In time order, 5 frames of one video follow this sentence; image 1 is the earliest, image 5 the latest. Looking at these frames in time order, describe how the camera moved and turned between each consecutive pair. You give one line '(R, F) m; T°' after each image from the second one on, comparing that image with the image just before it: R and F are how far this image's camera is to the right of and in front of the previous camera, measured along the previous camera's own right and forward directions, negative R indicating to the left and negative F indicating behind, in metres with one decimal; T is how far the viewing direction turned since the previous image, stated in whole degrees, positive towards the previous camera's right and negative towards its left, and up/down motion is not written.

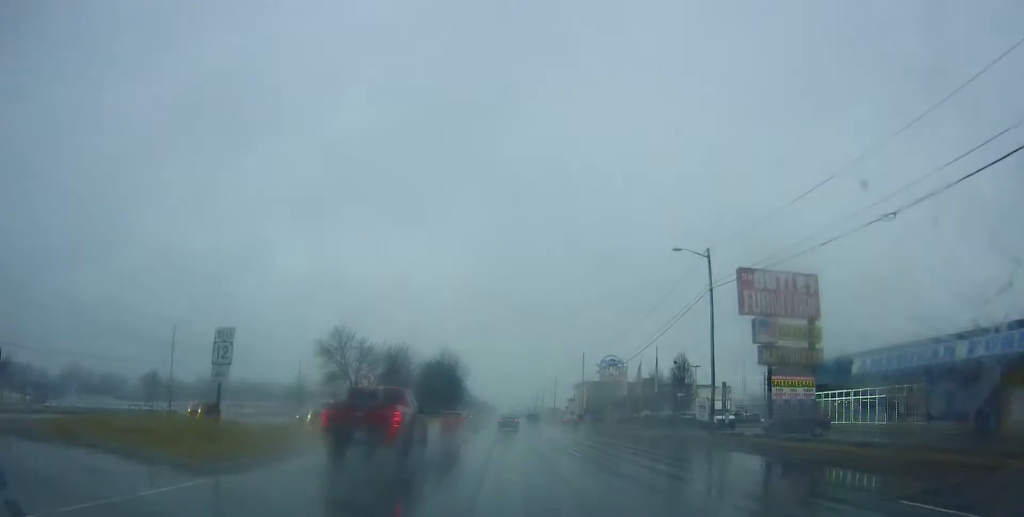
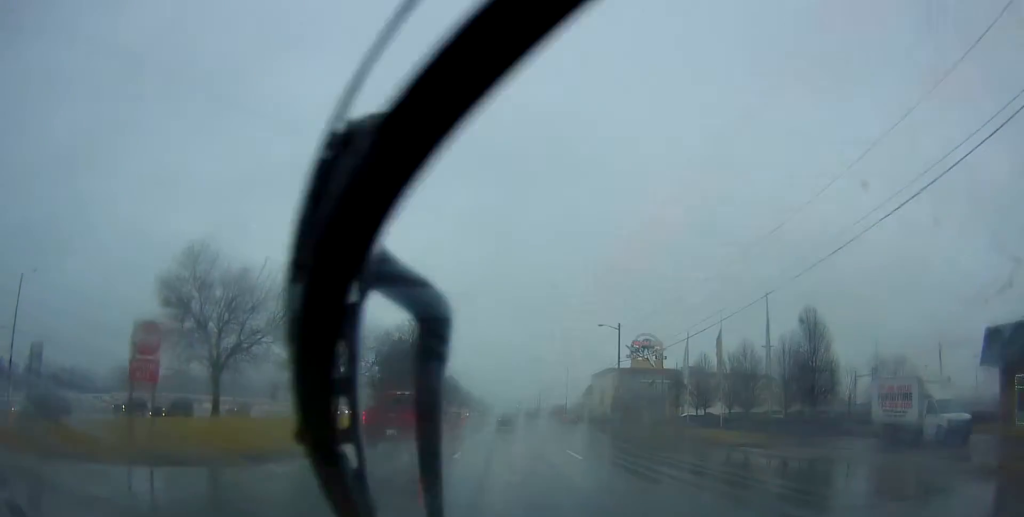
(+1.8, +31.5) m; +4°
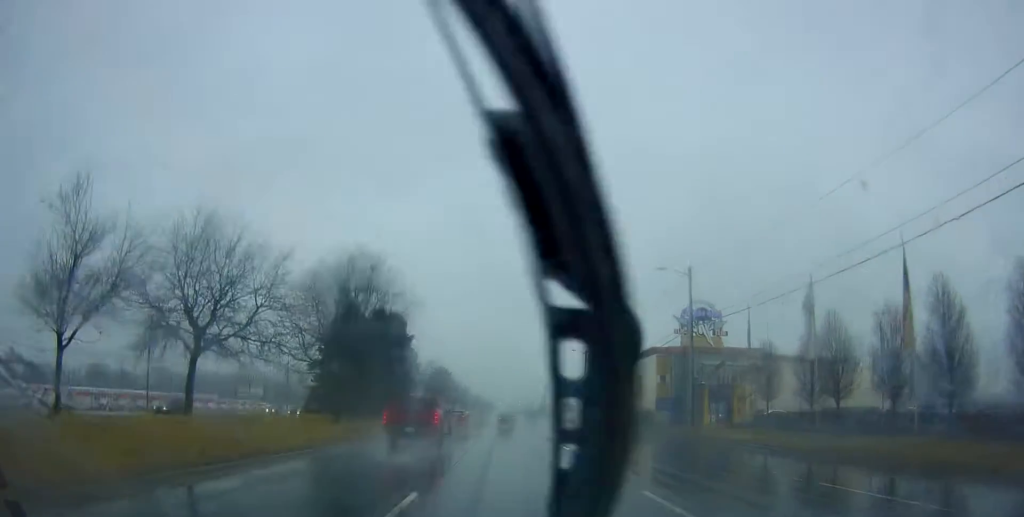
(-0.3, +26.5) m; -2°
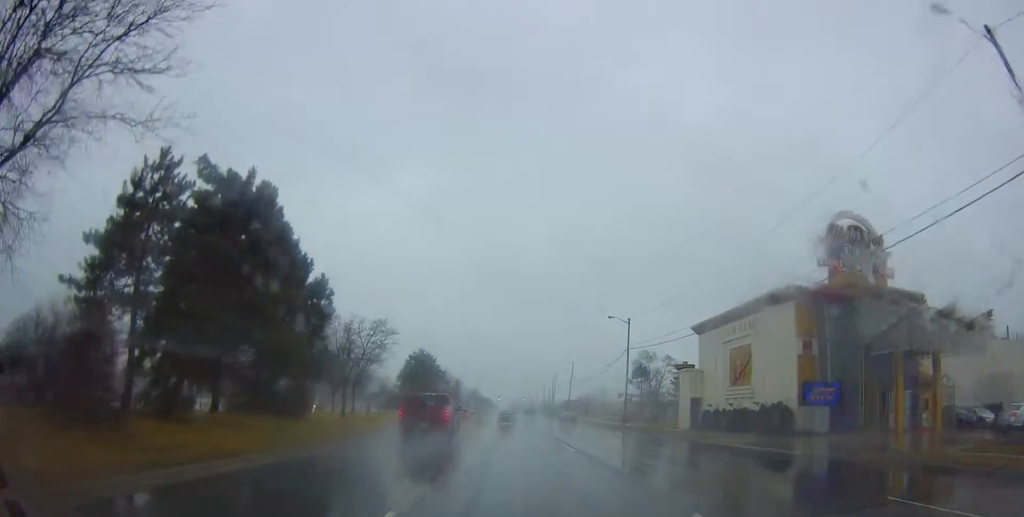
(-1.1, +32.9) m; -2°
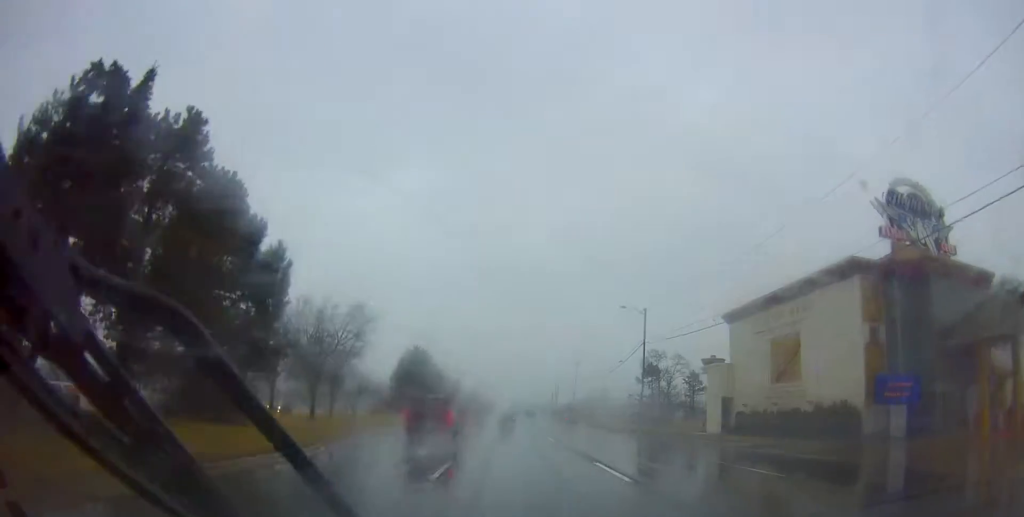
(+0.3, +7.2) m; +1°
